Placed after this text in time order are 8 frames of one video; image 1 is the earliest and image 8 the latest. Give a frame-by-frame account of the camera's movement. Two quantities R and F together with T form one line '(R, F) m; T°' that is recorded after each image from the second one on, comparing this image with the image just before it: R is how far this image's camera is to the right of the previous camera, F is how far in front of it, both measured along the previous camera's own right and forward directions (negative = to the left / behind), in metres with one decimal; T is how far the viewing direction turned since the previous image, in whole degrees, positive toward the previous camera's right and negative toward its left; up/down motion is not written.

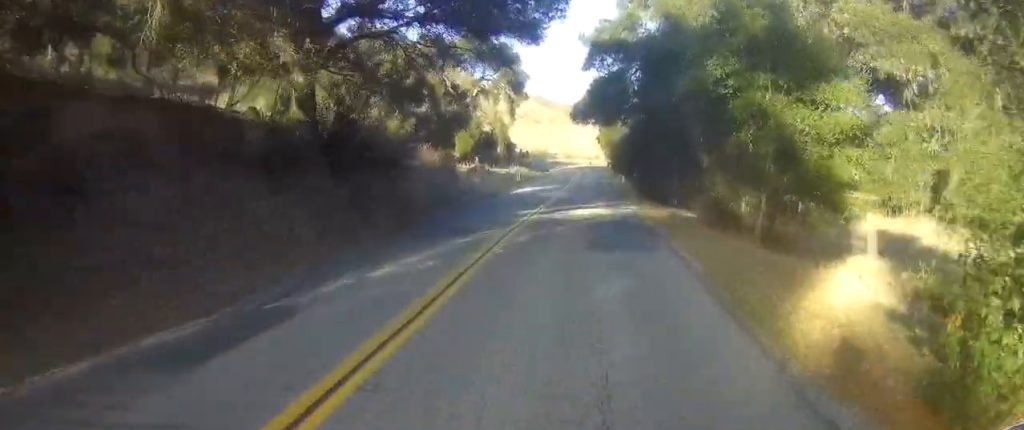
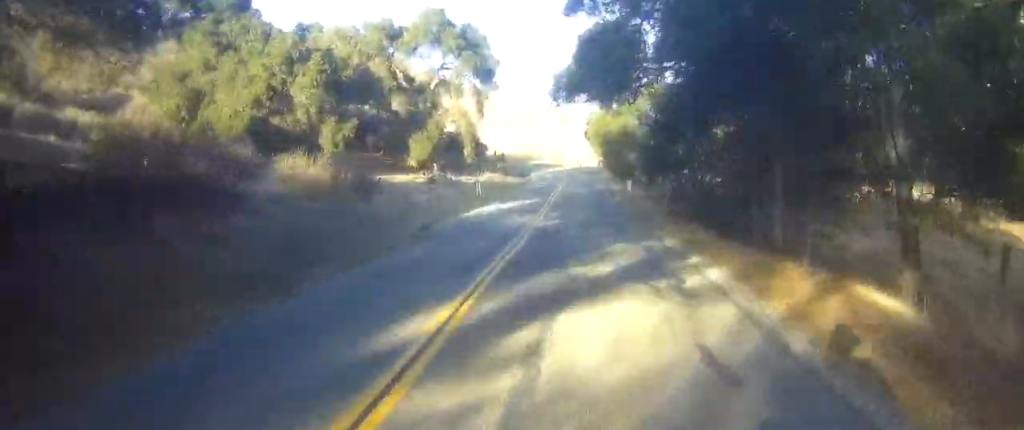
(+0.1, +17.1) m; 0°
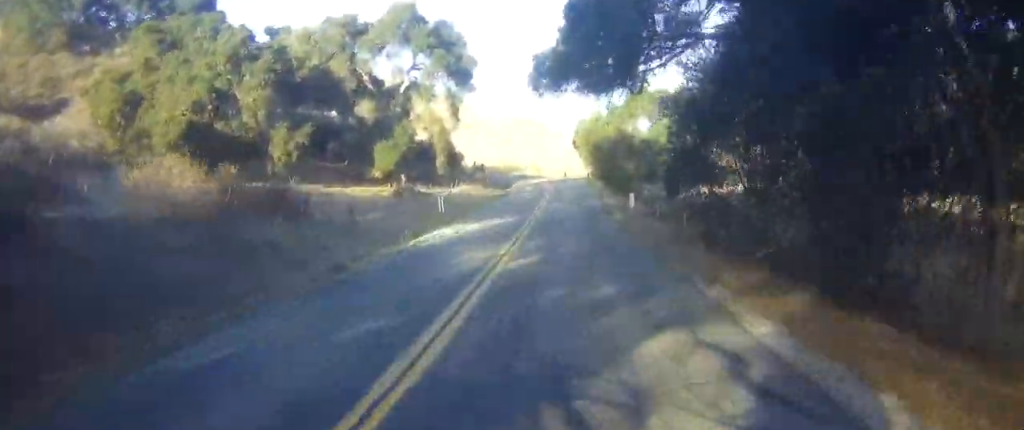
(0.0, +7.9) m; 0°
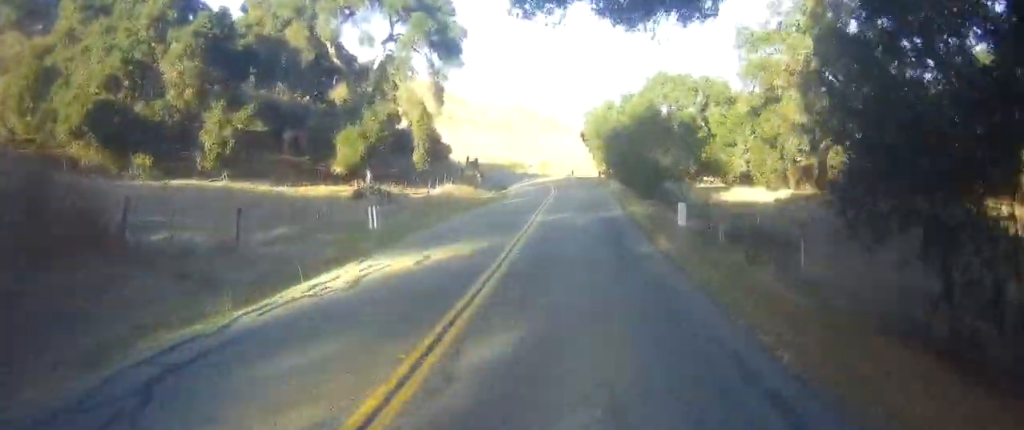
(0.0, +11.4) m; 0°
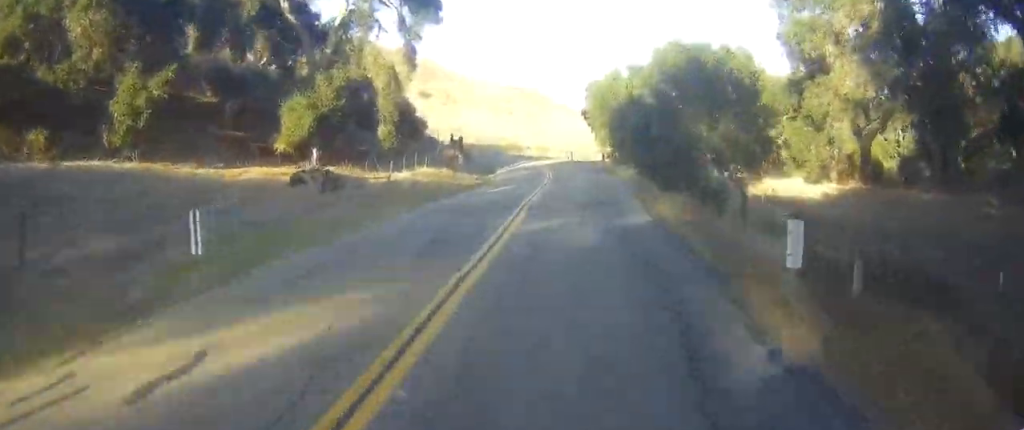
(0.0, +8.7) m; +1°
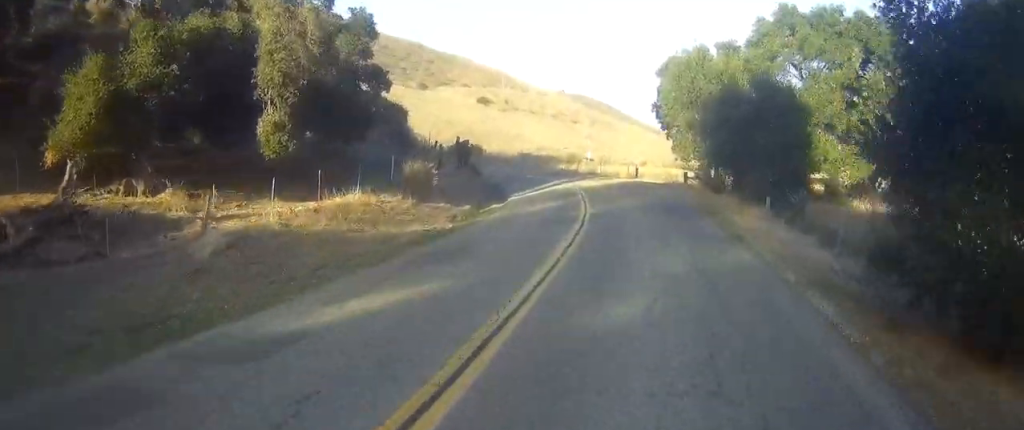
(+0.8, +19.2) m; 0°
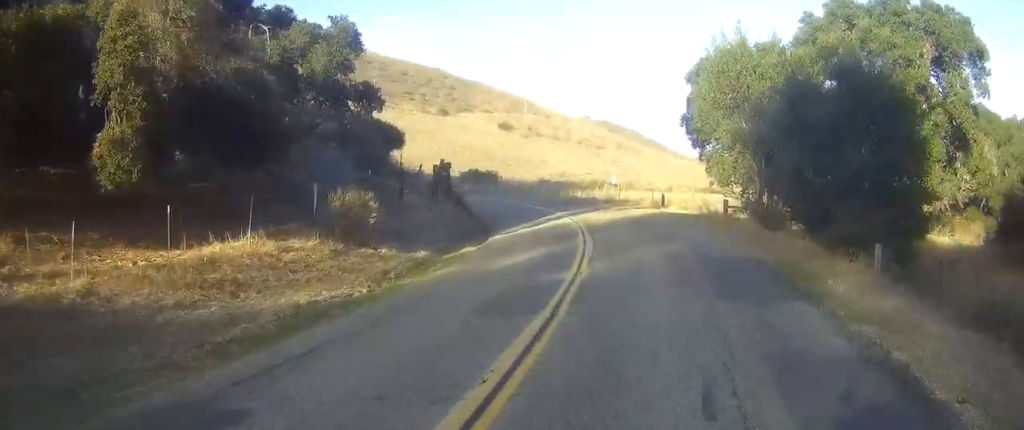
(+0.4, +7.3) m; -4°
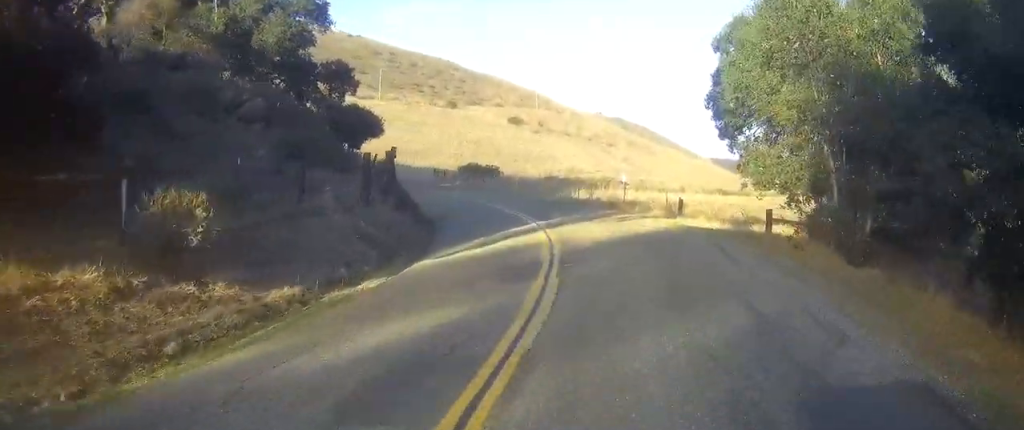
(-0.8, +7.1) m; -4°
